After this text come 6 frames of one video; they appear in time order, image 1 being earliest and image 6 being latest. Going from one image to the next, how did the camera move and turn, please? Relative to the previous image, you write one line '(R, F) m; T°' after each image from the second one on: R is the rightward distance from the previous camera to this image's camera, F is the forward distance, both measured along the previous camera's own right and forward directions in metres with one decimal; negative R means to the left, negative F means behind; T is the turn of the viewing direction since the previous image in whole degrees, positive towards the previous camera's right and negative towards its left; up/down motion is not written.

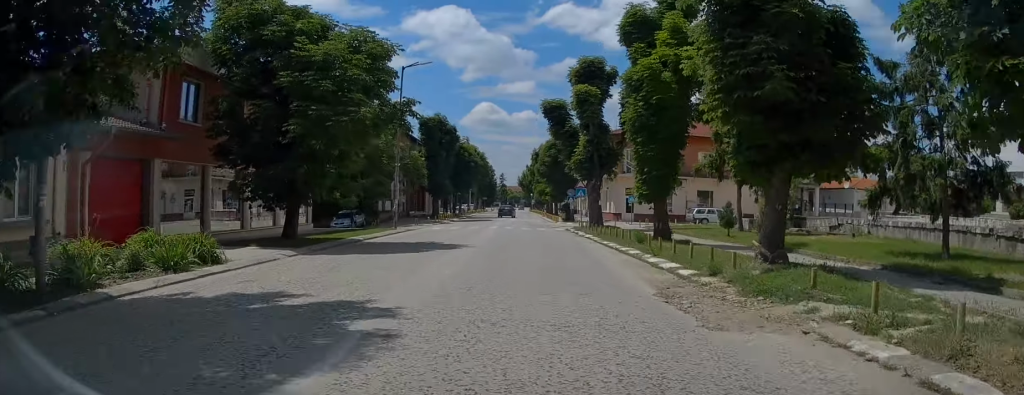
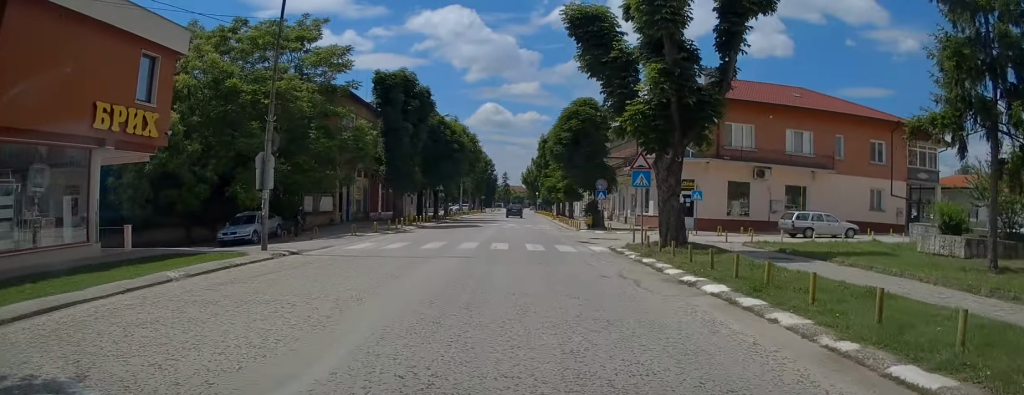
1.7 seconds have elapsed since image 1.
(+0.6, +17.8) m; 0°
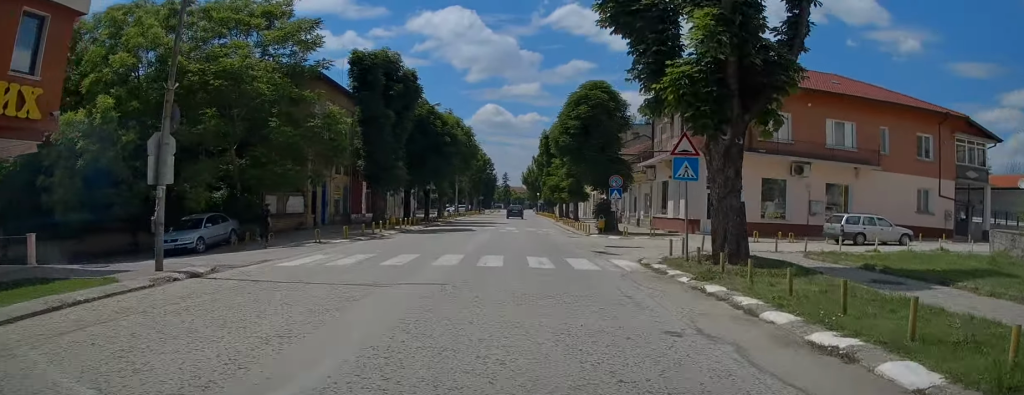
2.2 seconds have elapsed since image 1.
(-0.2, +5.0) m; 0°
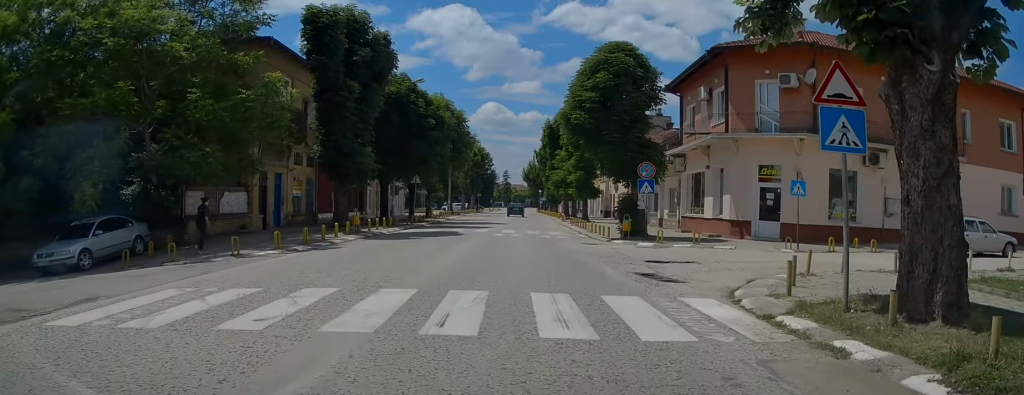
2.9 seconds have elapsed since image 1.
(-0.2, +6.9) m; +1°
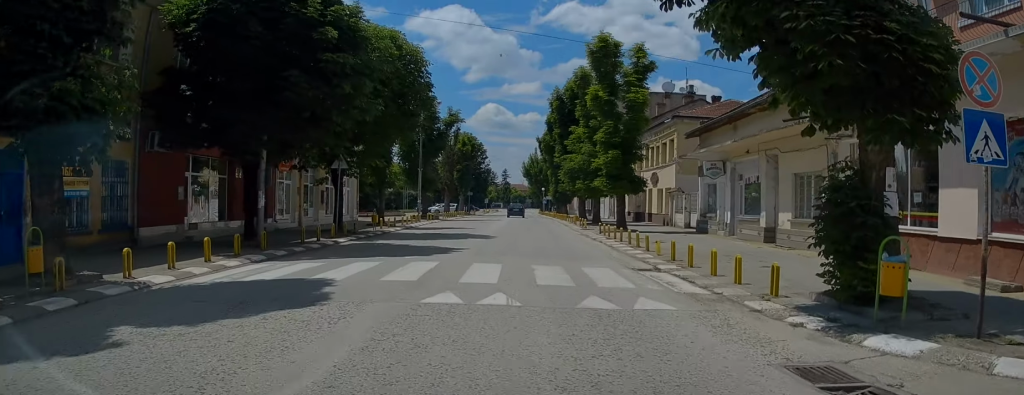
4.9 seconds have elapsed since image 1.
(+1.2, +16.5) m; 0°
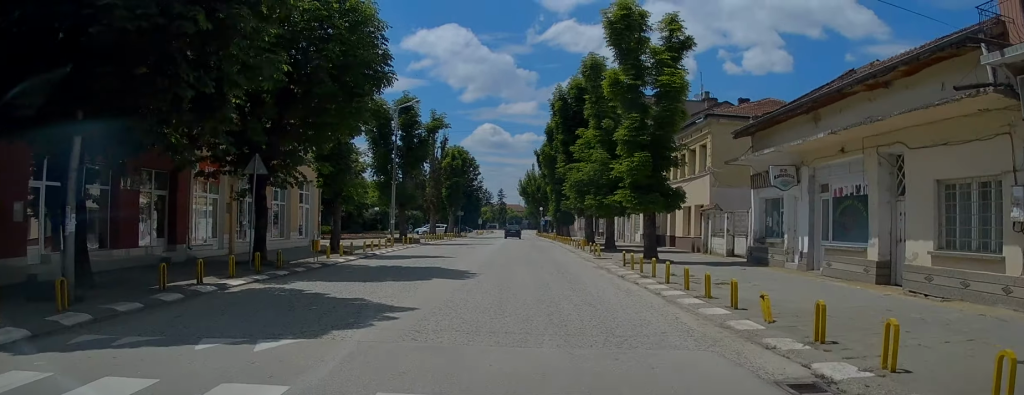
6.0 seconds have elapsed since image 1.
(-0.8, +7.6) m; -1°
